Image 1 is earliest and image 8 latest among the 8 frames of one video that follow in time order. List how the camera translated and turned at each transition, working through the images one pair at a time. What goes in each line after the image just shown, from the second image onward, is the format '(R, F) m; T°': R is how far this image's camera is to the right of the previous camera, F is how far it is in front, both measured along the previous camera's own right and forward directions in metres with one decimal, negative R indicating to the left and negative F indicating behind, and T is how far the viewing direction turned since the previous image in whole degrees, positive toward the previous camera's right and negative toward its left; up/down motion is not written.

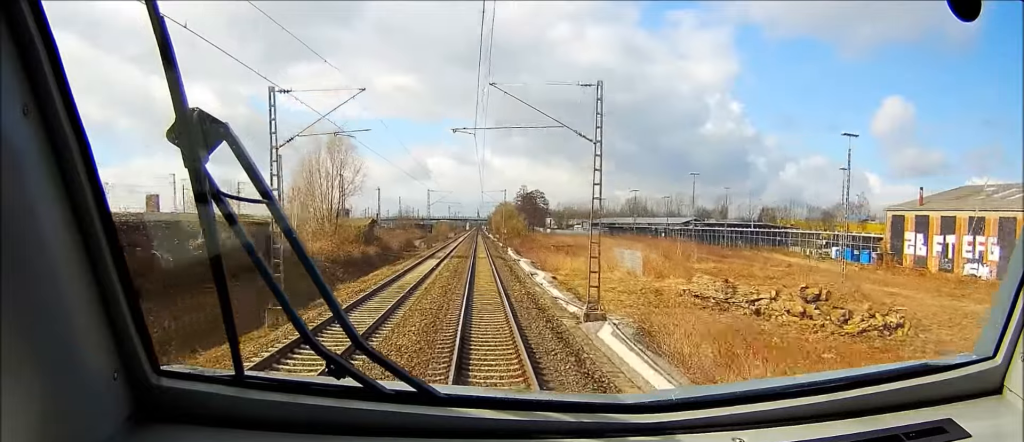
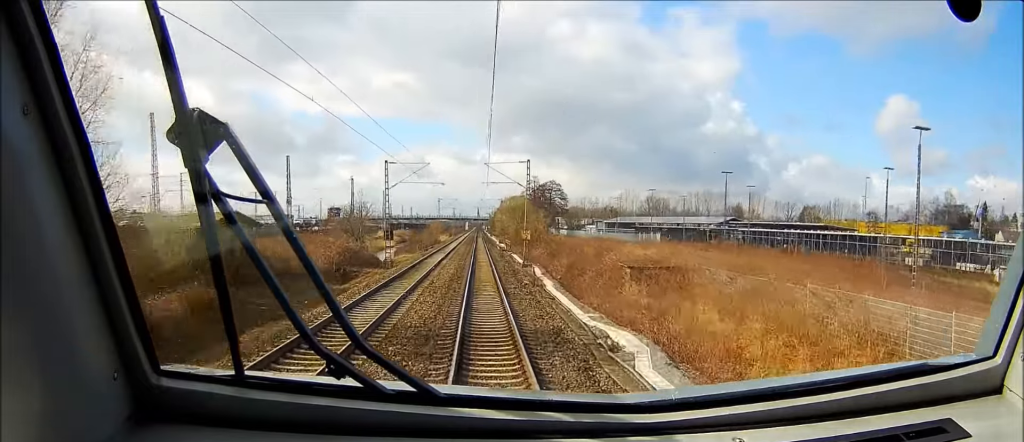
(+1.1, +47.3) m; +2°
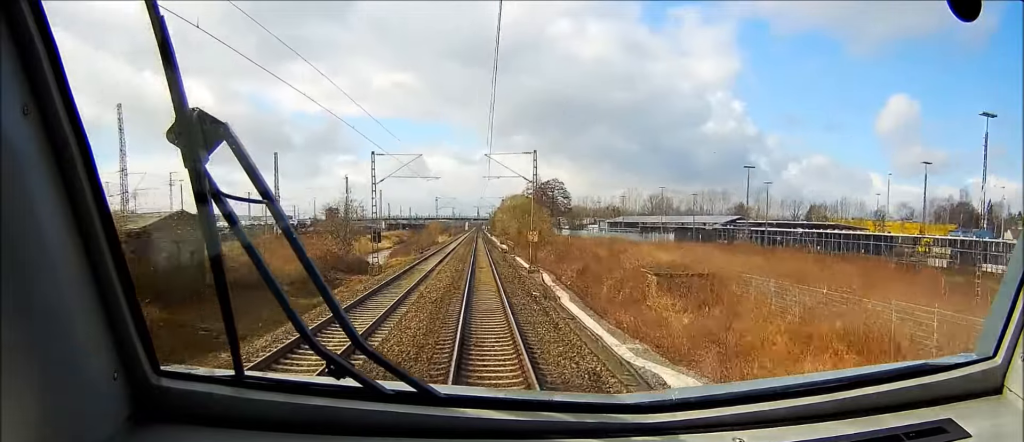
(0.0, +7.0) m; 0°
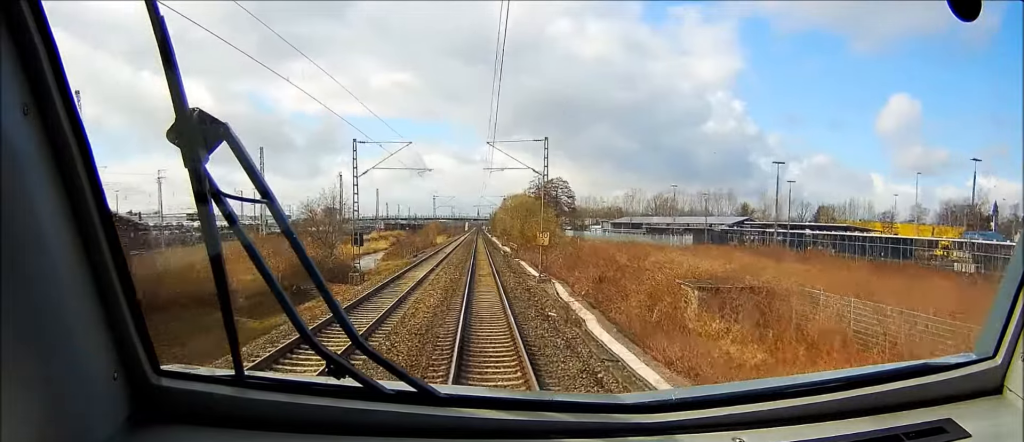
(-0.1, +7.6) m; 0°
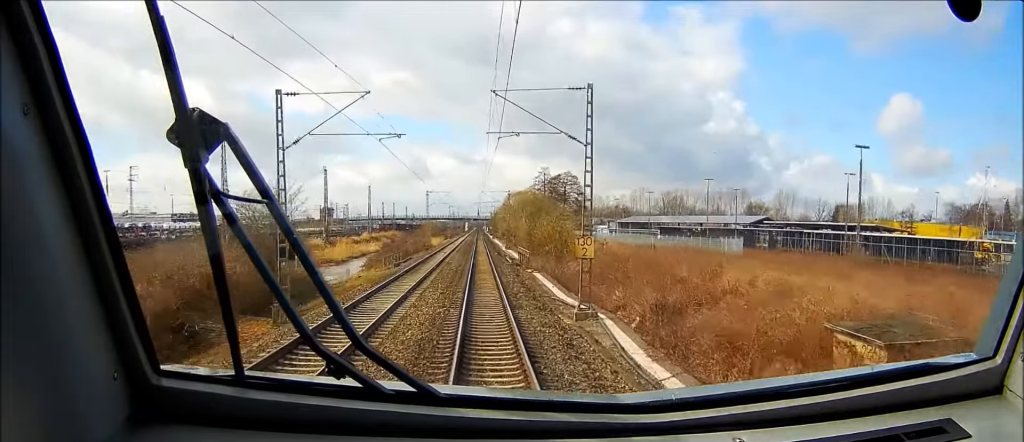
(-0.1, +15.6) m; -1°
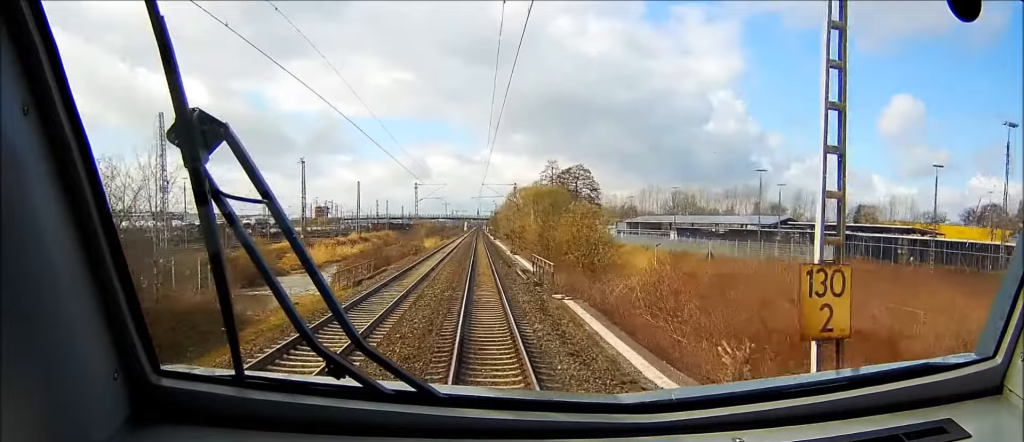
(-0.1, +18.3) m; -1°
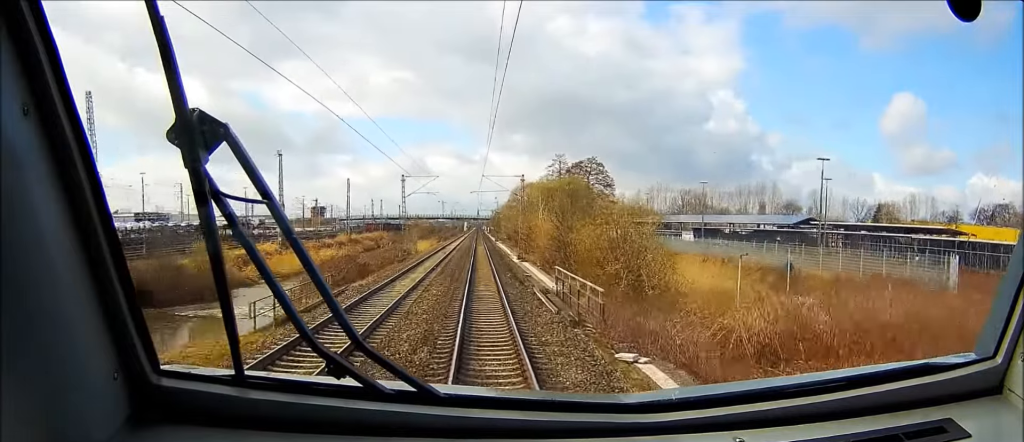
(-0.1, +14.2) m; -1°
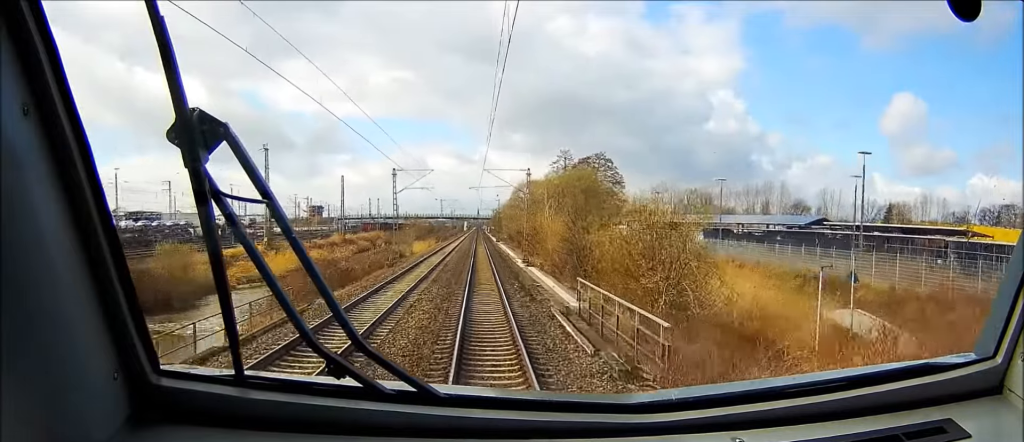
(0.0, +7.4) m; 0°
